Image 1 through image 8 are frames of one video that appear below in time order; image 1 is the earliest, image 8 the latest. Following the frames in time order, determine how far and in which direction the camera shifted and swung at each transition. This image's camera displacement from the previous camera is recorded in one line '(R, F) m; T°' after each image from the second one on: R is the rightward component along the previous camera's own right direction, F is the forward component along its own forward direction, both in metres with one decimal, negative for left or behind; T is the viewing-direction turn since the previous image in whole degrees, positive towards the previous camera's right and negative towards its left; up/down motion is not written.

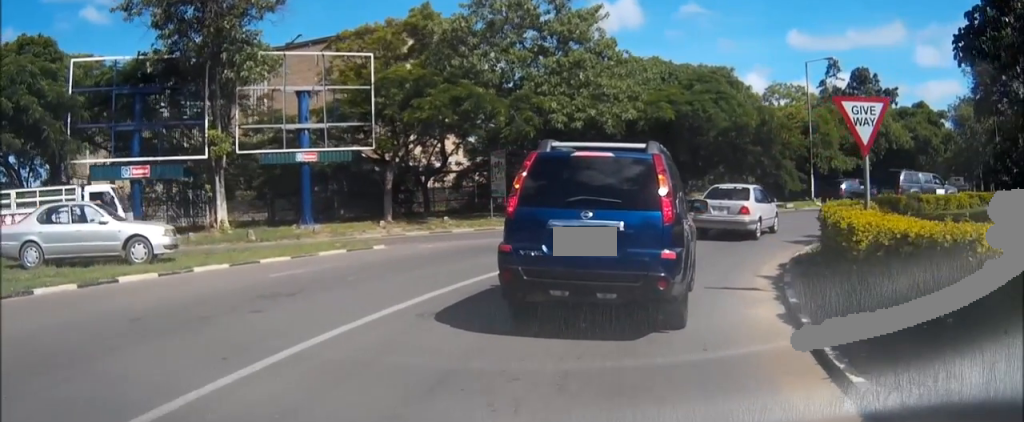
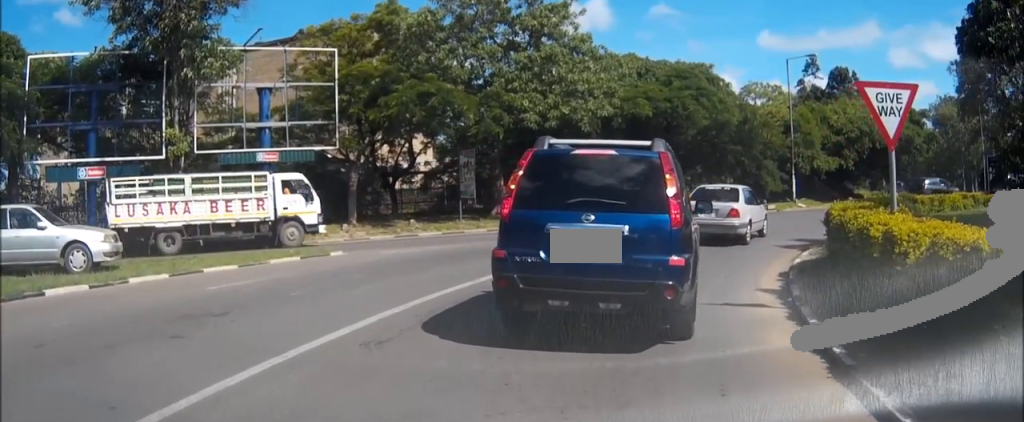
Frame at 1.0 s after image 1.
(+0.1, +1.9) m; +1°
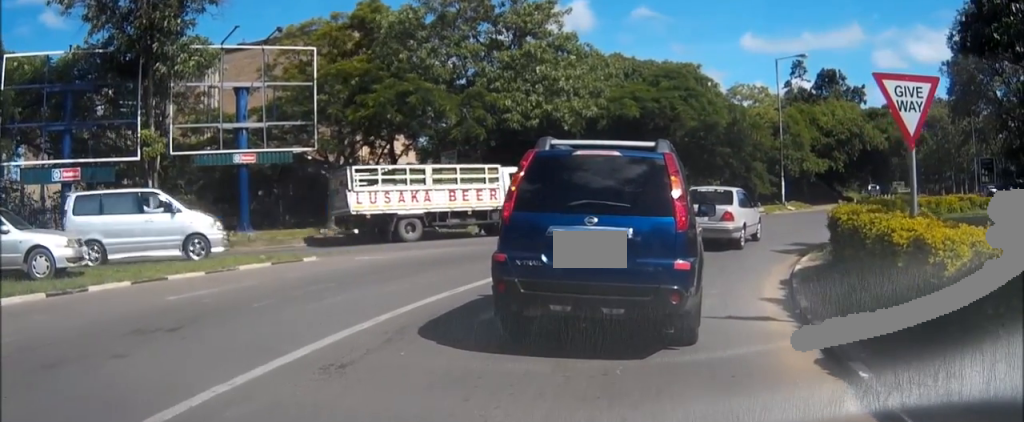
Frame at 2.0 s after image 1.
(+0.1, +1.0) m; 0°
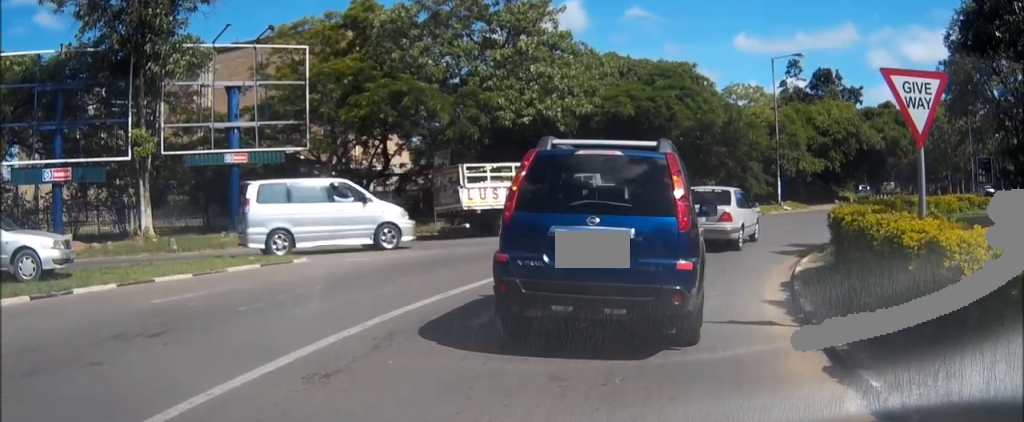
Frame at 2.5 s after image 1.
(+0.1, +0.3) m; 0°
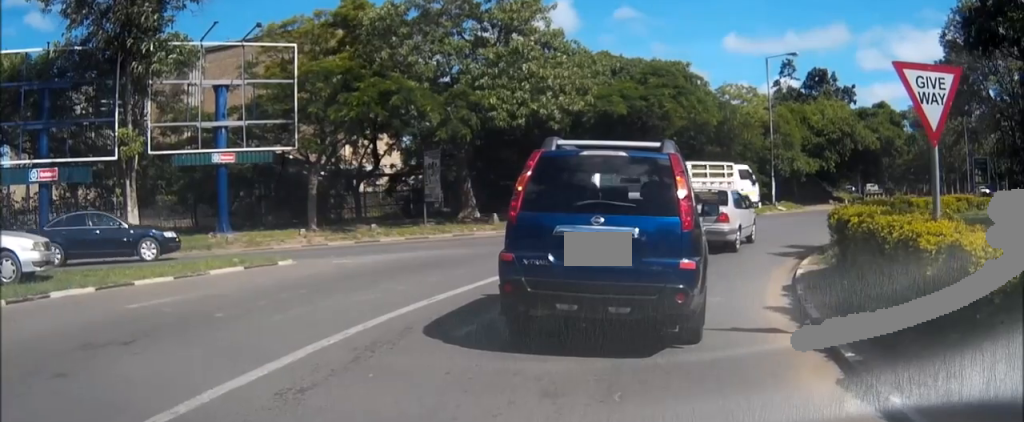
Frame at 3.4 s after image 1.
(+0.1, +0.3) m; 0°
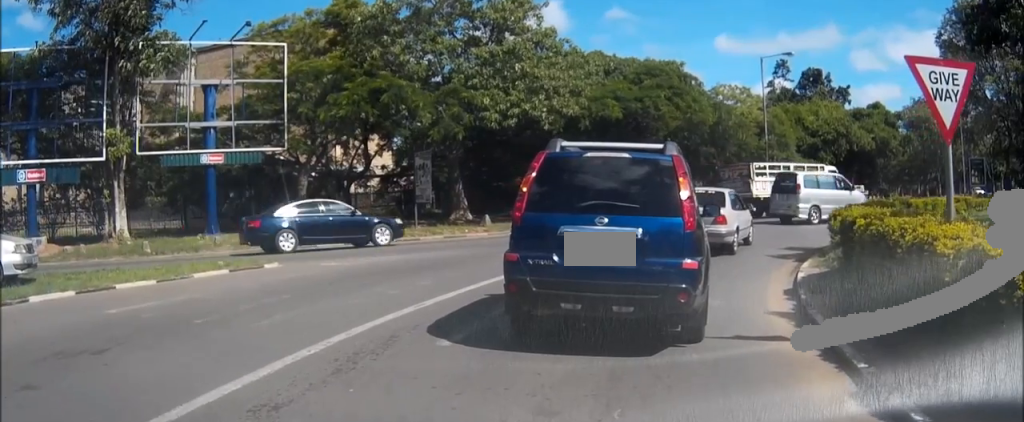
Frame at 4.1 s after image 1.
(+0.2, +0.2) m; 0°
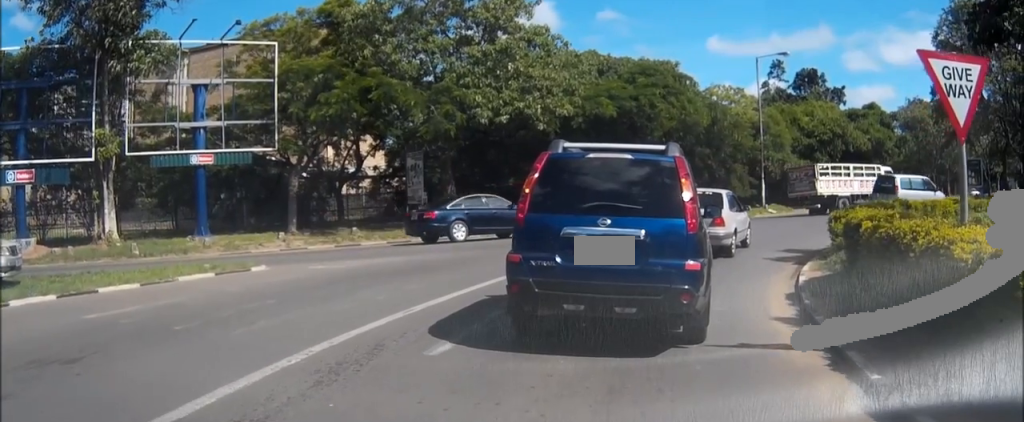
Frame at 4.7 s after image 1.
(+0.1, +0.3) m; 0°
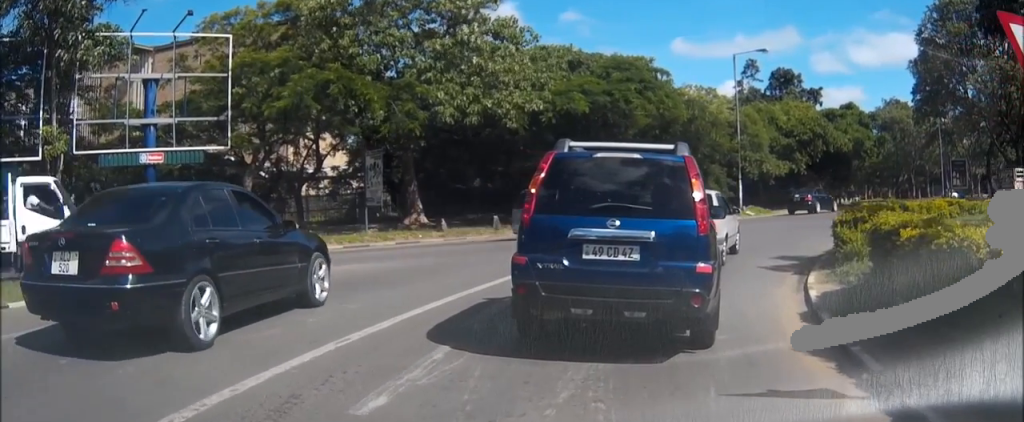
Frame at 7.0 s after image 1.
(+0.5, +1.3) m; 0°
